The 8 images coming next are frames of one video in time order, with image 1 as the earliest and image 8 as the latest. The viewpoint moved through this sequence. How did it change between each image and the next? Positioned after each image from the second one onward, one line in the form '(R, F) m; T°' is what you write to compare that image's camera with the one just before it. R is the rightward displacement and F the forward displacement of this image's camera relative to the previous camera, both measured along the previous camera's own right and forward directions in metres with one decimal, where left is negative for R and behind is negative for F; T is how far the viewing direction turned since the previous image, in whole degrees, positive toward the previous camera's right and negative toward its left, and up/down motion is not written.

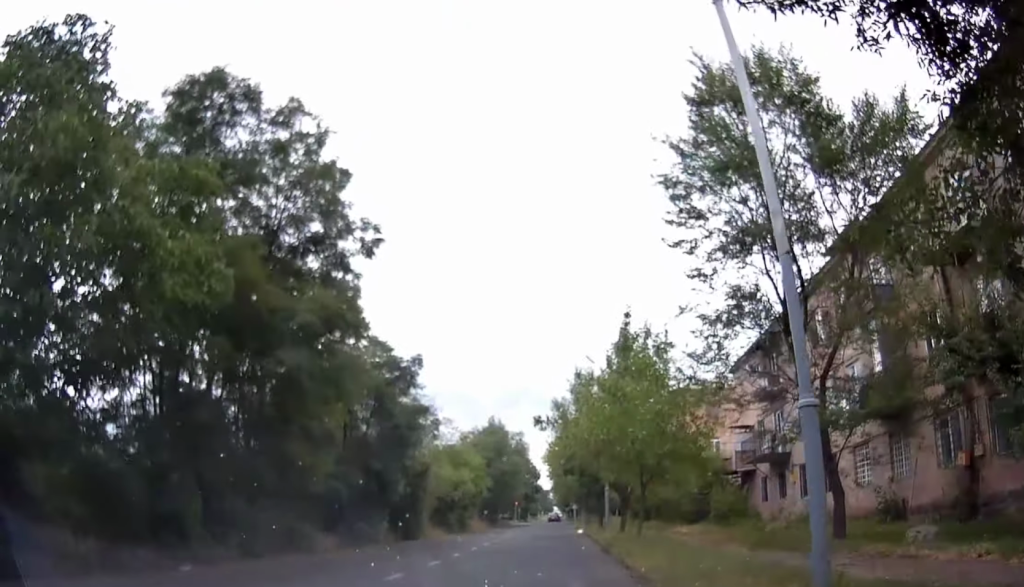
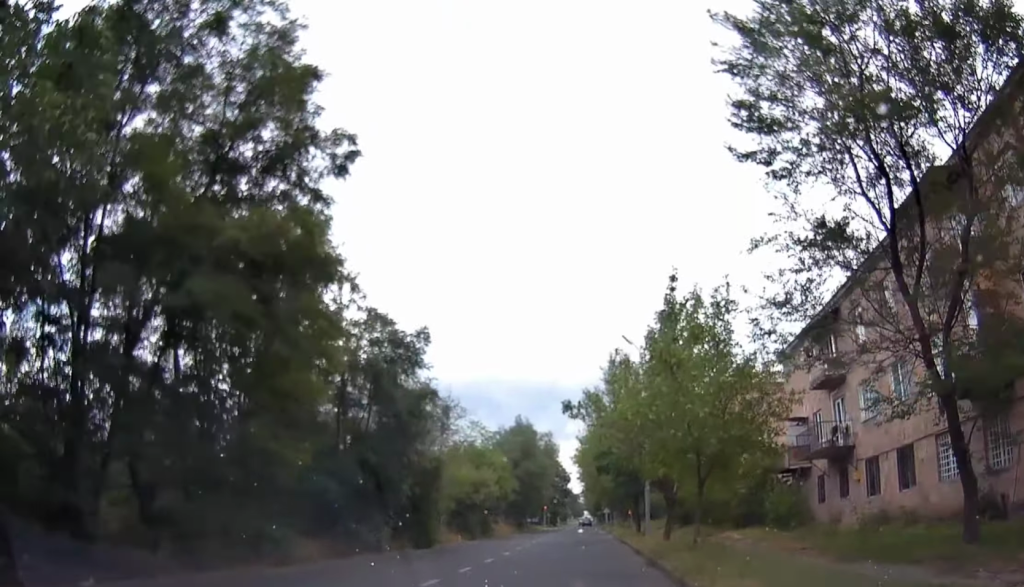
(+0.2, +5.9) m; 0°
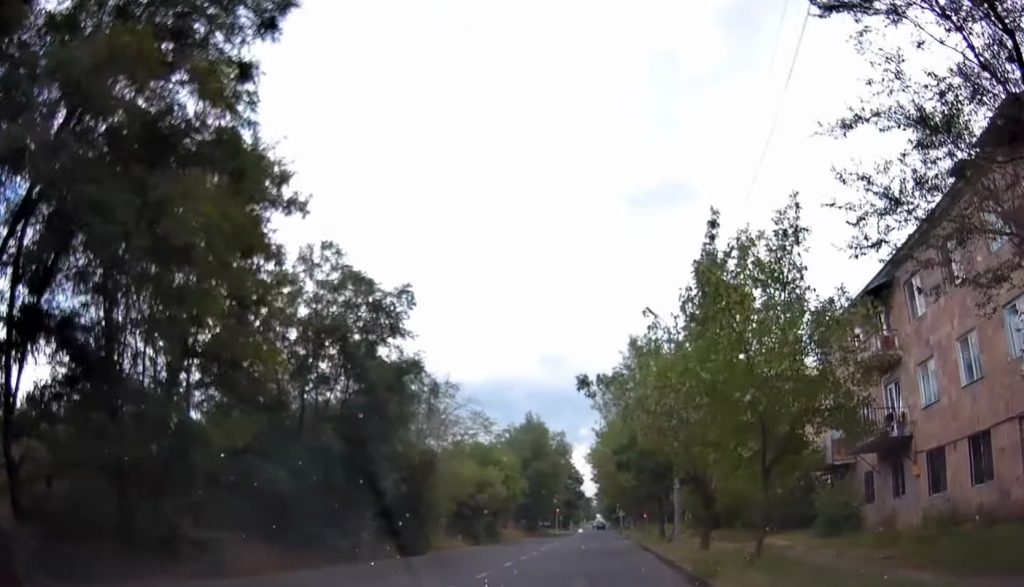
(0.0, +4.5) m; -2°
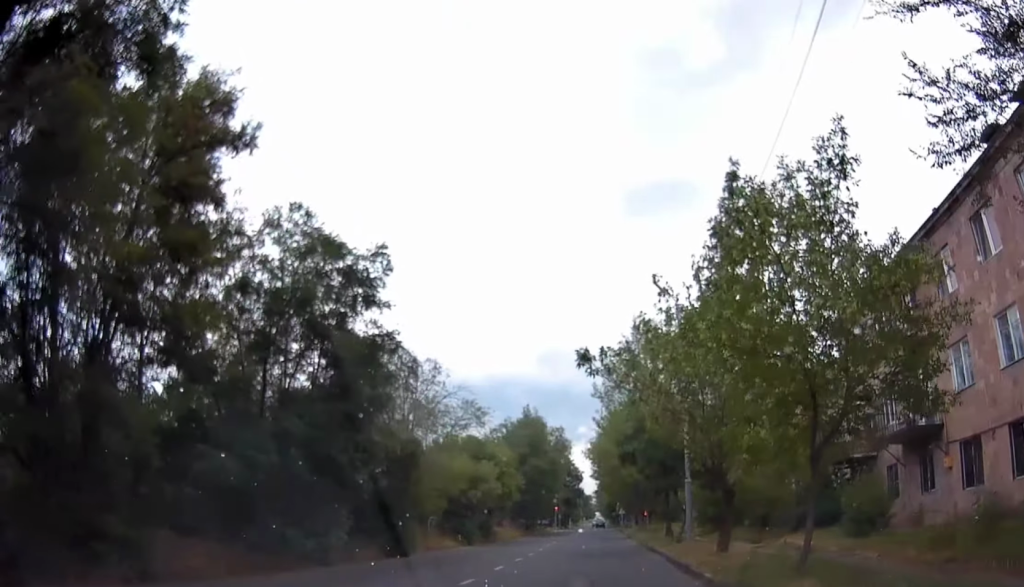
(-0.1, +2.1) m; -1°
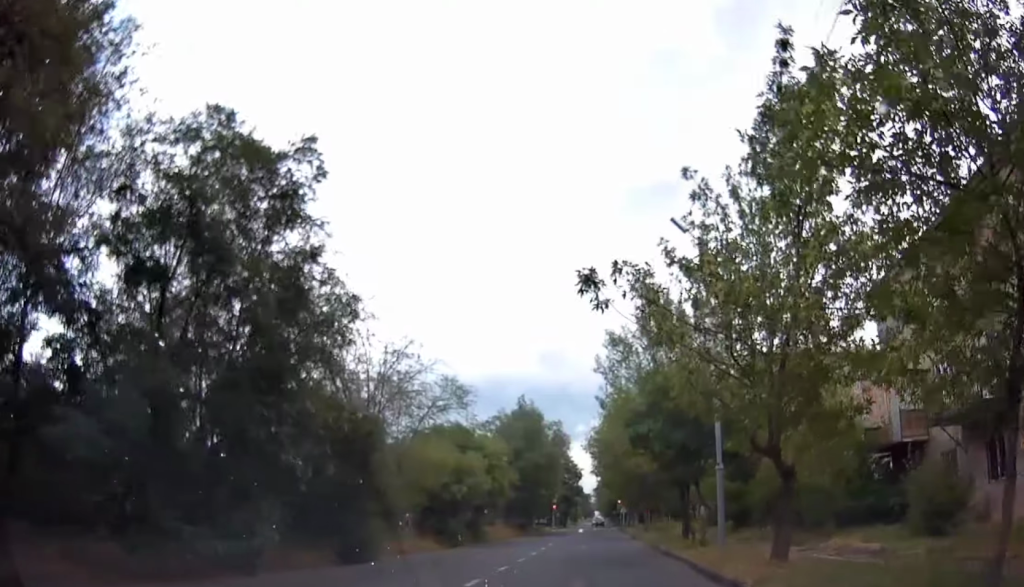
(0.0, +3.5) m; -1°
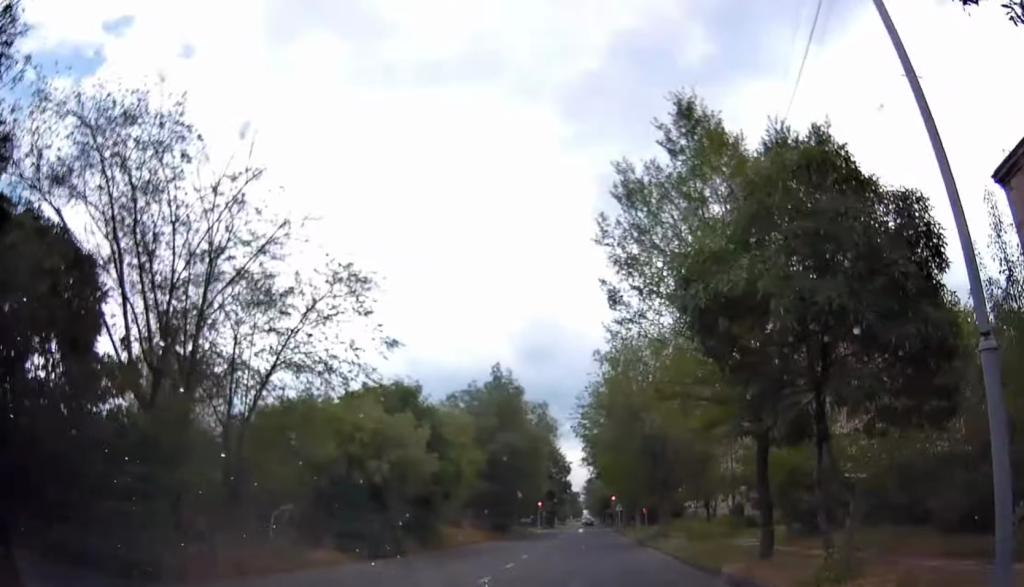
(-0.1, +8.8) m; -1°
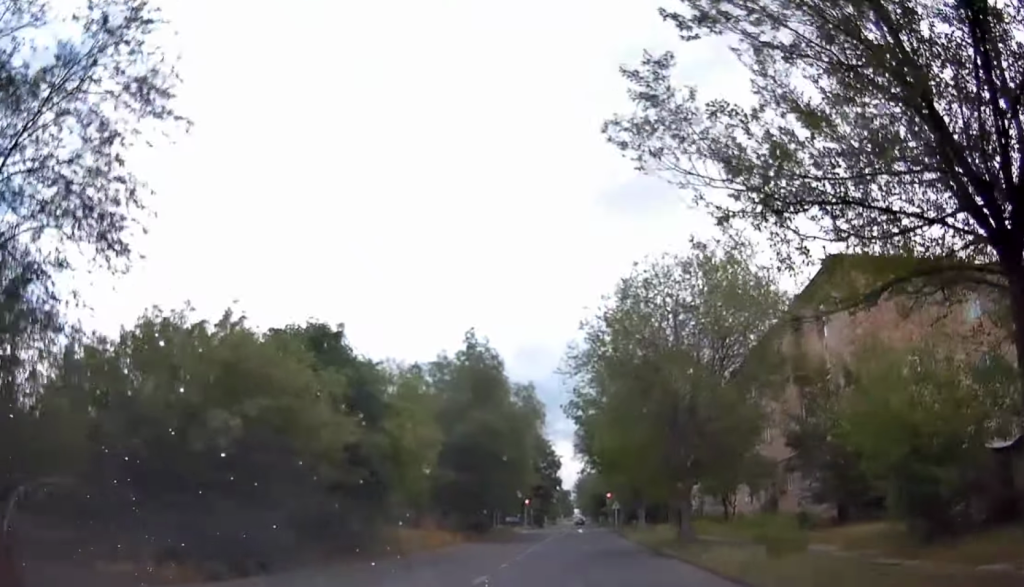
(+0.1, +7.6) m; 0°
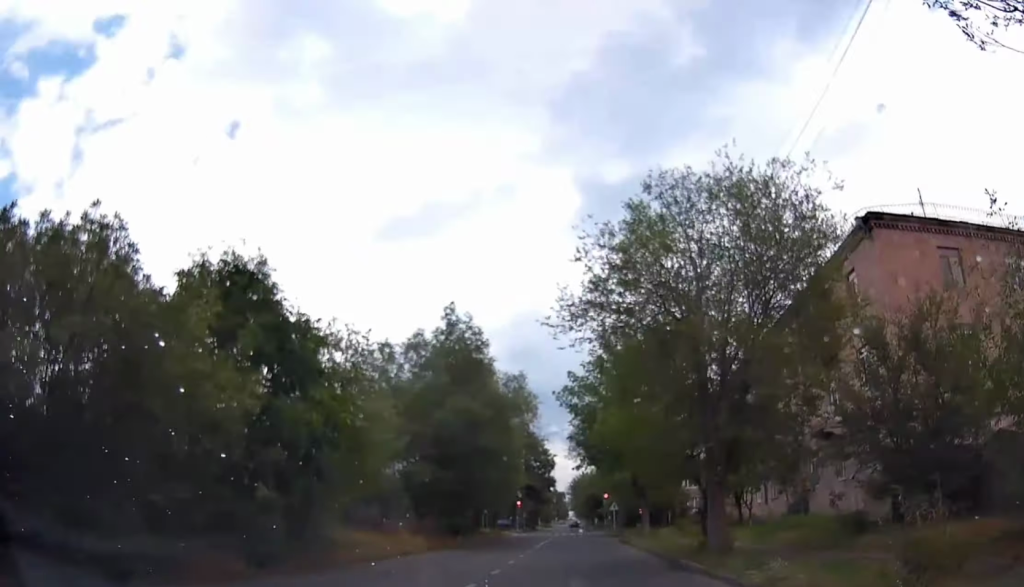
(+0.1, +4.6) m; -2°
